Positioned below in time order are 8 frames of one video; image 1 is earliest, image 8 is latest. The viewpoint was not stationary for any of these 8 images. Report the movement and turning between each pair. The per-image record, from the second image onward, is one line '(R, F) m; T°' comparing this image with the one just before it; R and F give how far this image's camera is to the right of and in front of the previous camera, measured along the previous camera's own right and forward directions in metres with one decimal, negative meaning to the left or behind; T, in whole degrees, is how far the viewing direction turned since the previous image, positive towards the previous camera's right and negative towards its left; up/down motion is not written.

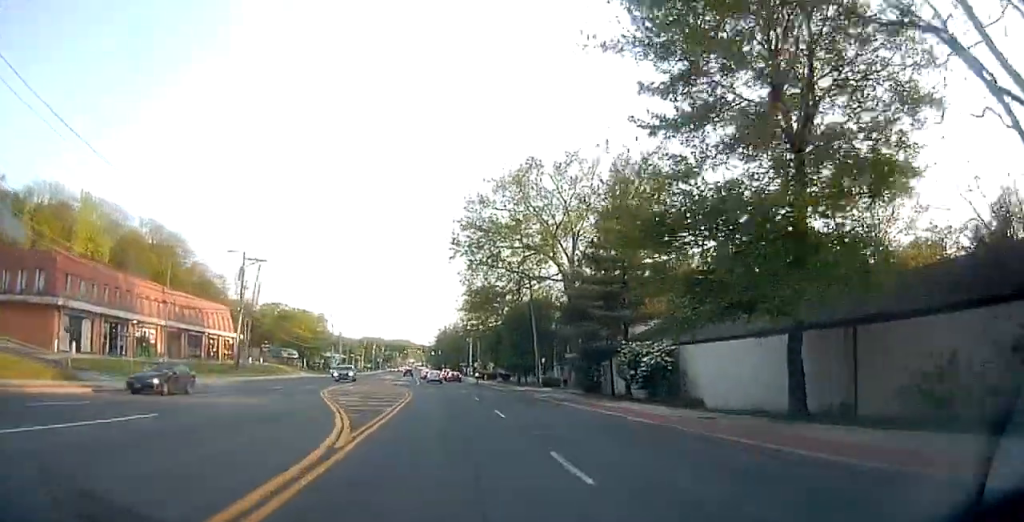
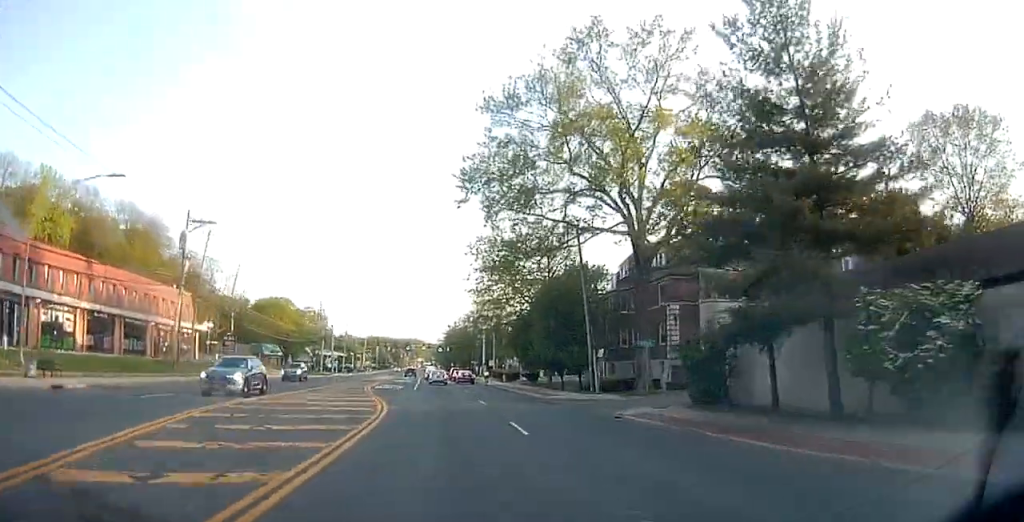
(+0.1, +16.7) m; 0°
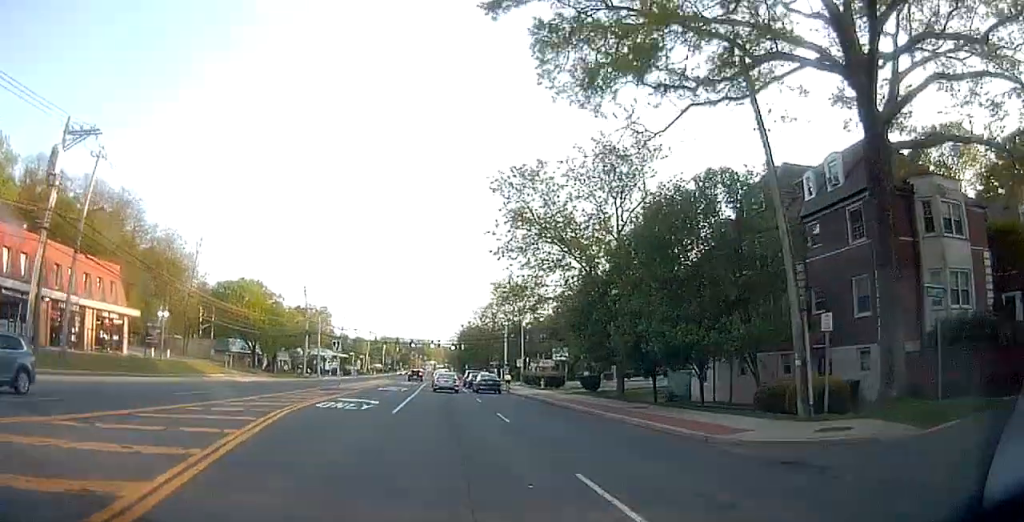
(-0.4, +19.9) m; -2°
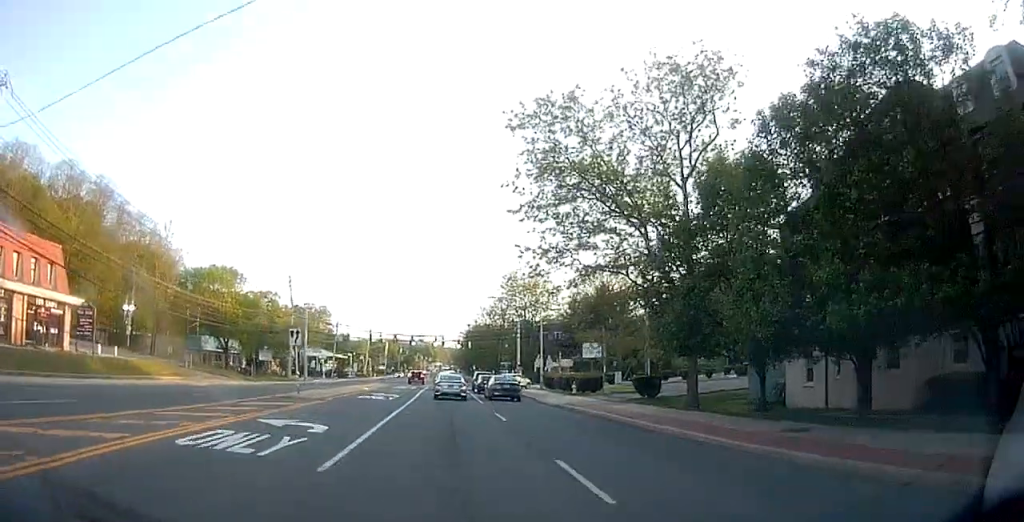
(0.0, +10.7) m; -1°
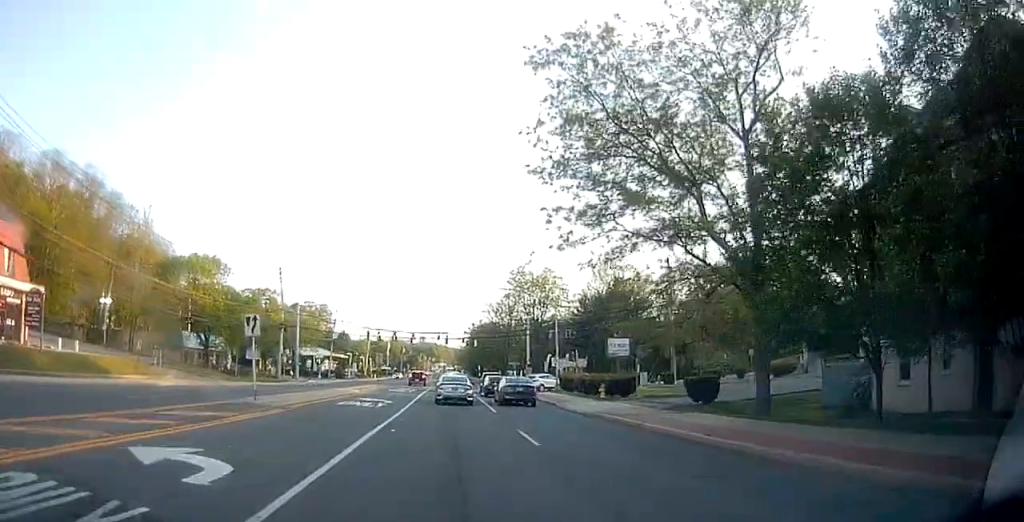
(-0.1, +6.1) m; 0°
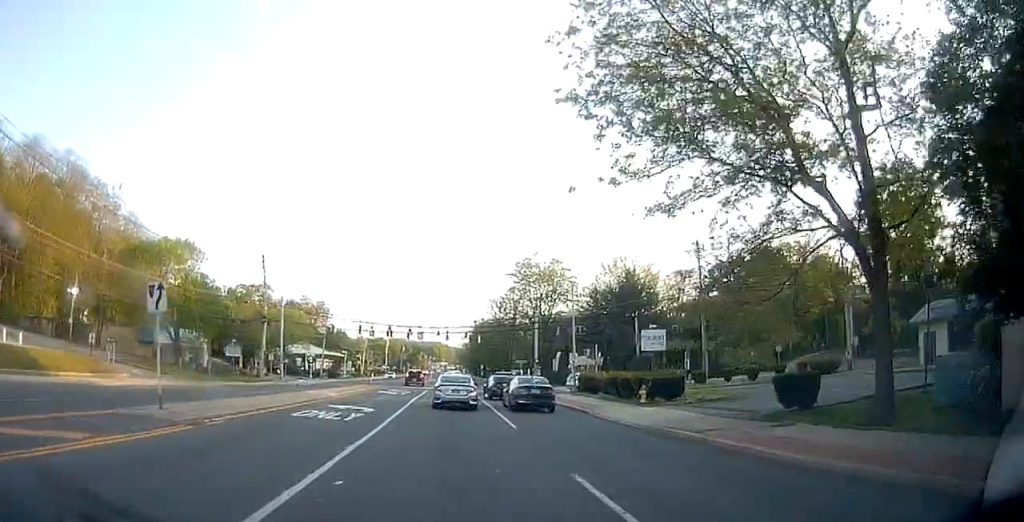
(+0.1, +6.8) m; 0°
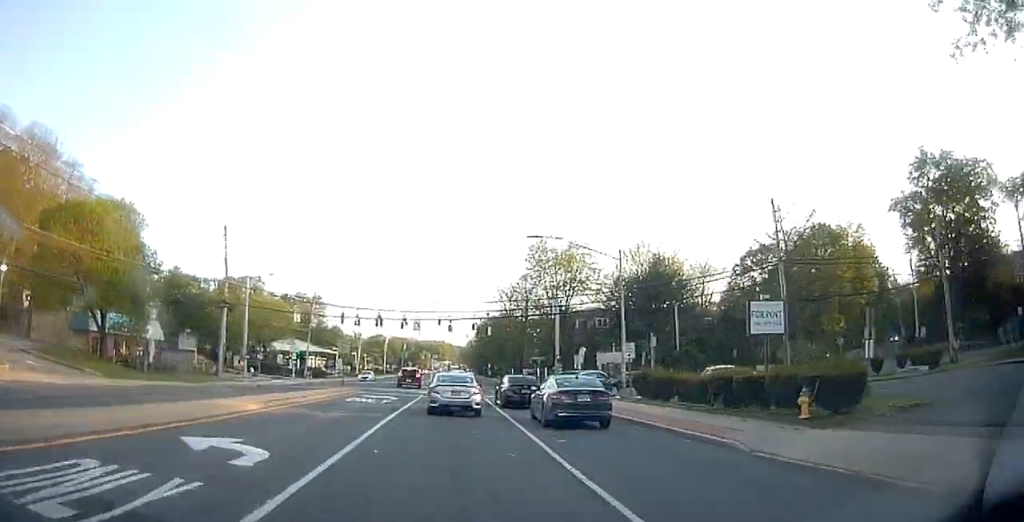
(0.0, +12.7) m; -1°
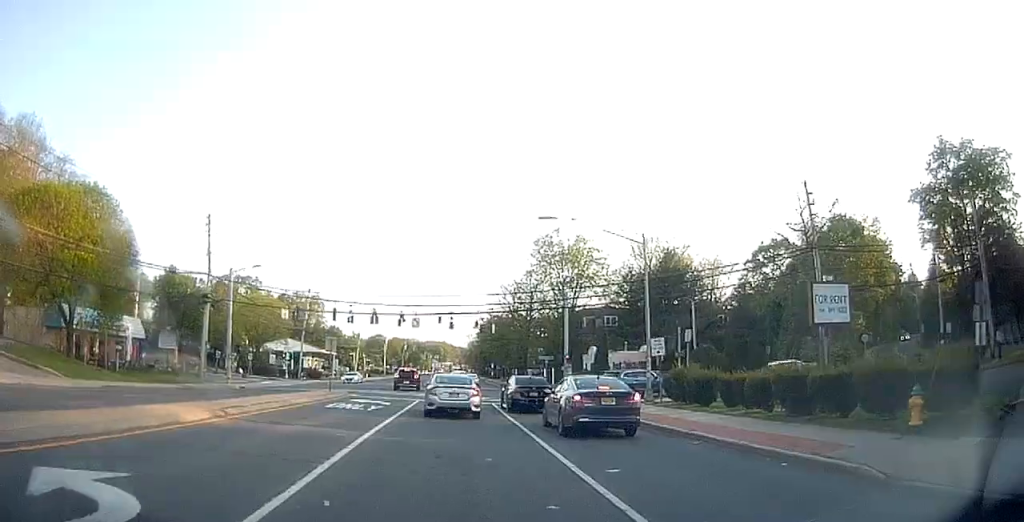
(-0.1, +4.4) m; +1°
